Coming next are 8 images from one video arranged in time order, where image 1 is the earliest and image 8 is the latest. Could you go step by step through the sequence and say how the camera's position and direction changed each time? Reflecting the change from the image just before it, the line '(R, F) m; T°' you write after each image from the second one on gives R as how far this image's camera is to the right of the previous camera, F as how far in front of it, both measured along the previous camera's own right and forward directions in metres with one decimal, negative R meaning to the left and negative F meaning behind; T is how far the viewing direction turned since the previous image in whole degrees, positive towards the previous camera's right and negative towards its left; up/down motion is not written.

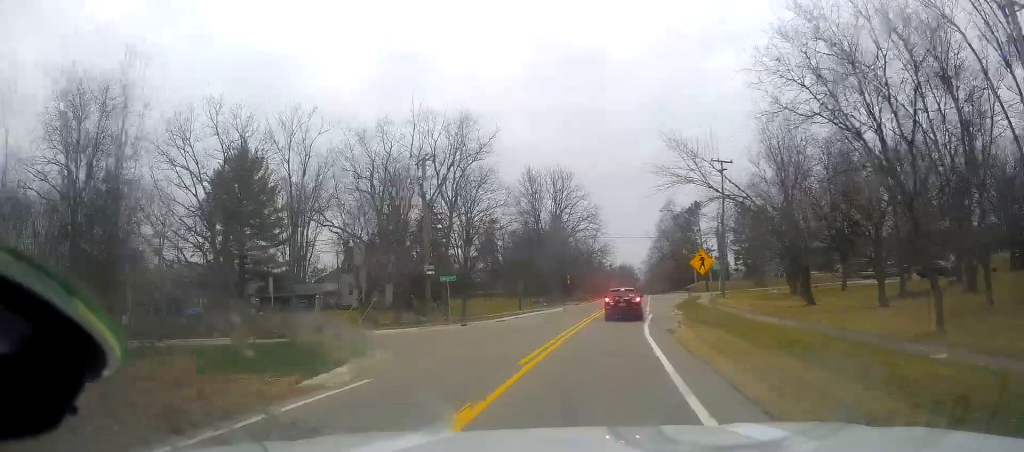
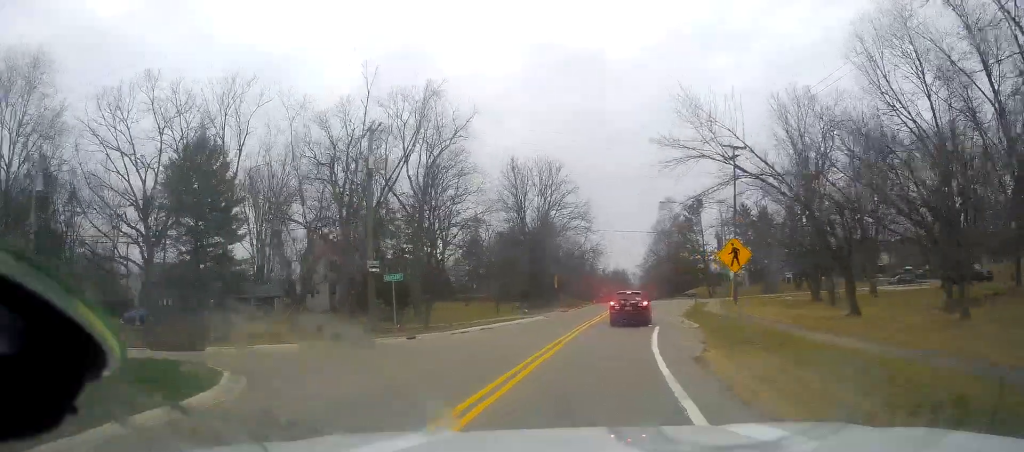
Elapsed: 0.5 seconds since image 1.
(-0.1, +8.9) m; +1°
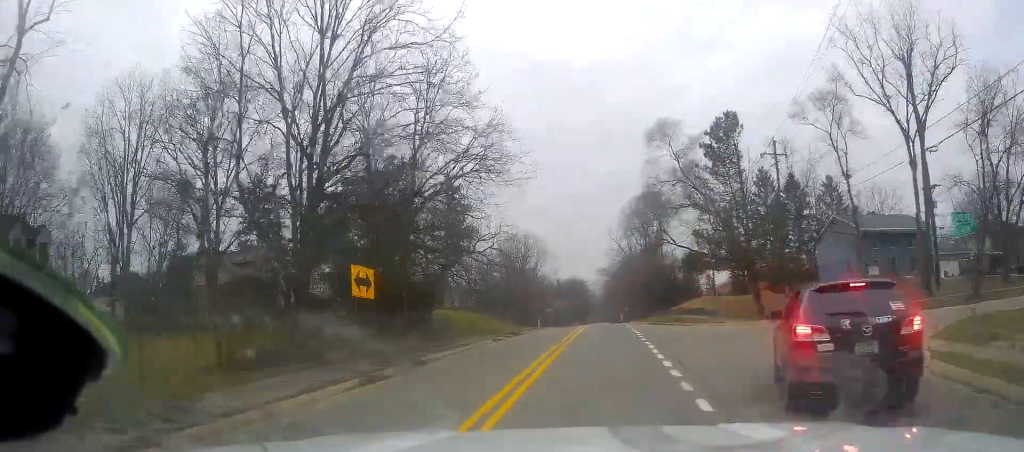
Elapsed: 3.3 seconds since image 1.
(+3.2, +48.5) m; +5°
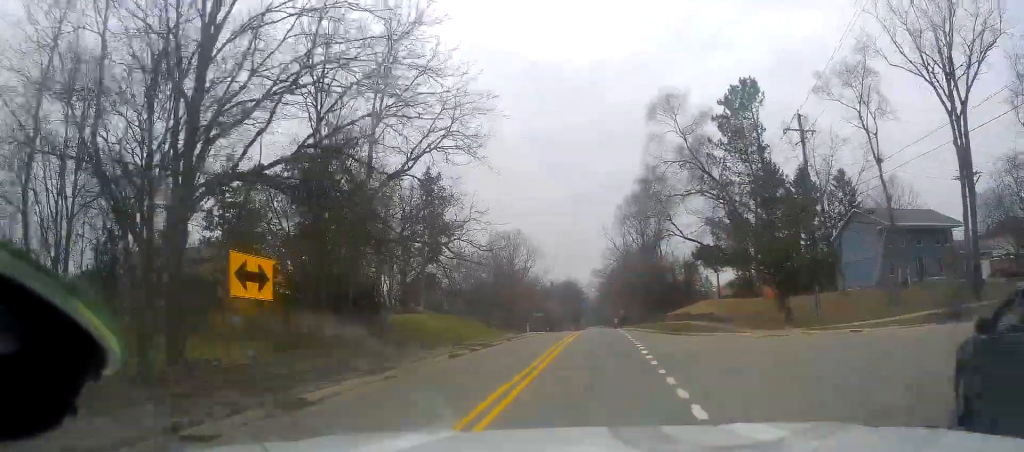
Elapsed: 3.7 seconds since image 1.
(0.0, +7.7) m; 0°
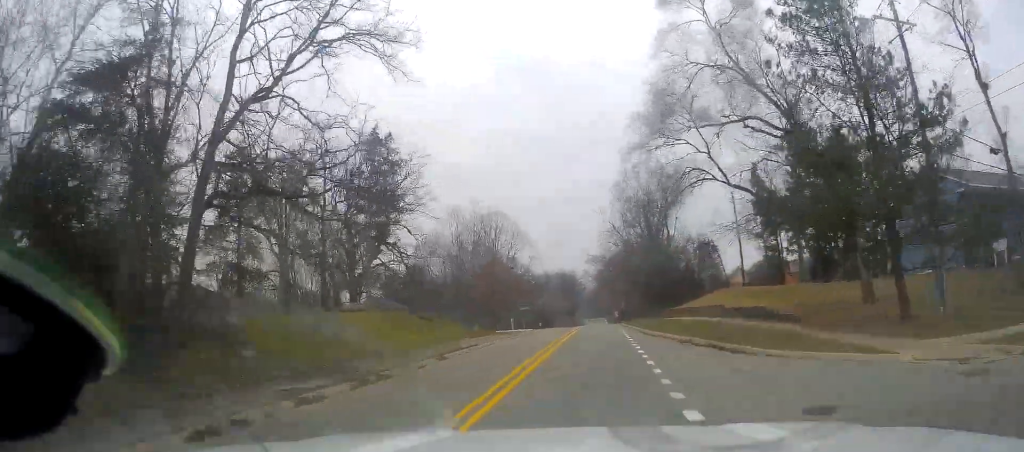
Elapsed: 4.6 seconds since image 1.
(-0.4, +15.5) m; 0°
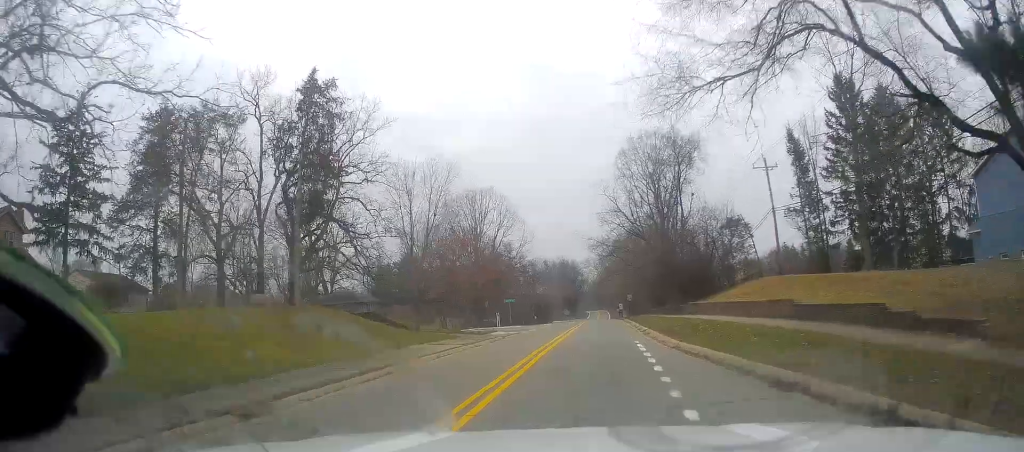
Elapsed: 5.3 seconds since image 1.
(+0.4, +13.1) m; 0°
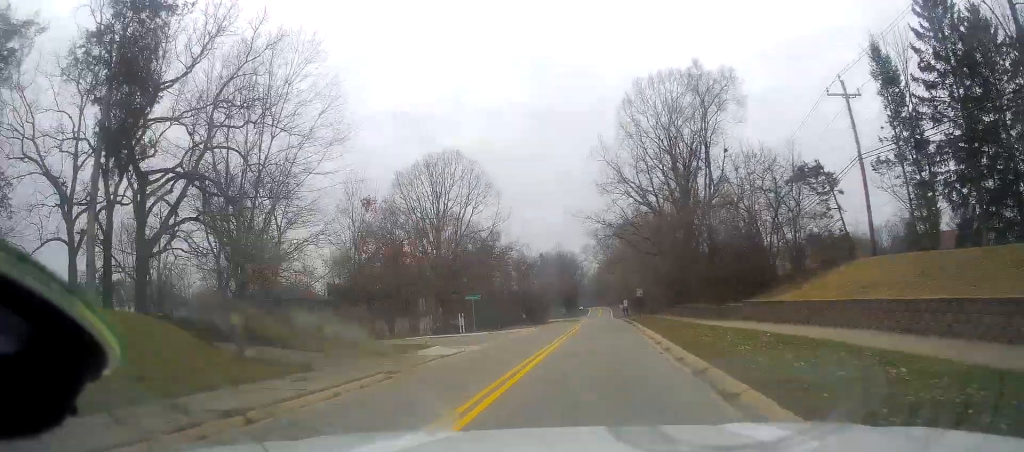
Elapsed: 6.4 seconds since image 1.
(-0.3, +19.1) m; -2°
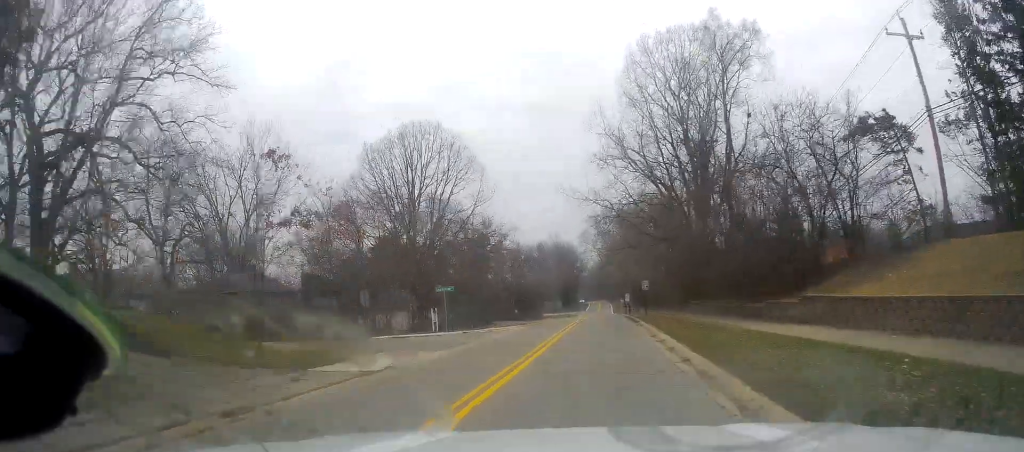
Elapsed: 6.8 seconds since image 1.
(-0.1, +8.5) m; 0°
